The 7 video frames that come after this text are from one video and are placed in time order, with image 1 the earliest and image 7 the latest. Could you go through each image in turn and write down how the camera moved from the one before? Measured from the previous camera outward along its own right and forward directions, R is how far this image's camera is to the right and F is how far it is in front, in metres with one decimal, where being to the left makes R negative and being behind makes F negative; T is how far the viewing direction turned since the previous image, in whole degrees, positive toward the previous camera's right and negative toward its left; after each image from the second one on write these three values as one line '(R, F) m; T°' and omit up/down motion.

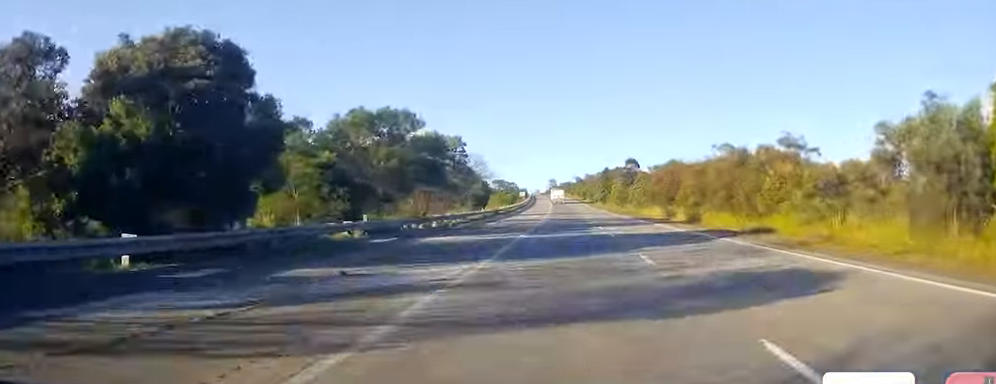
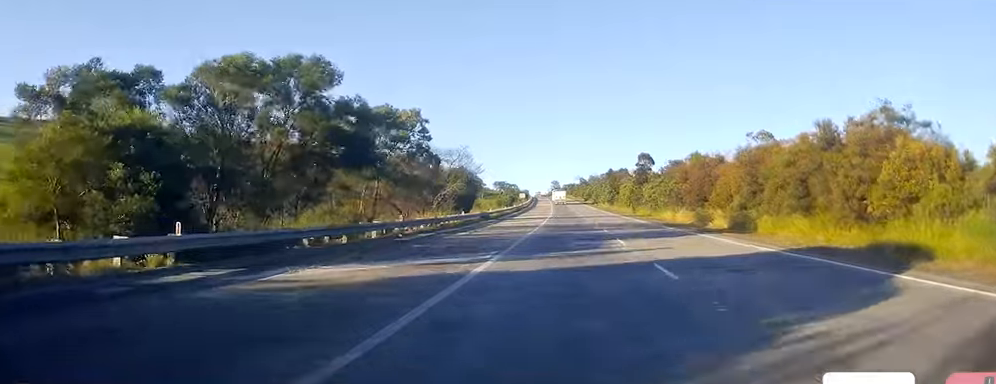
(-0.2, +14.5) m; 0°
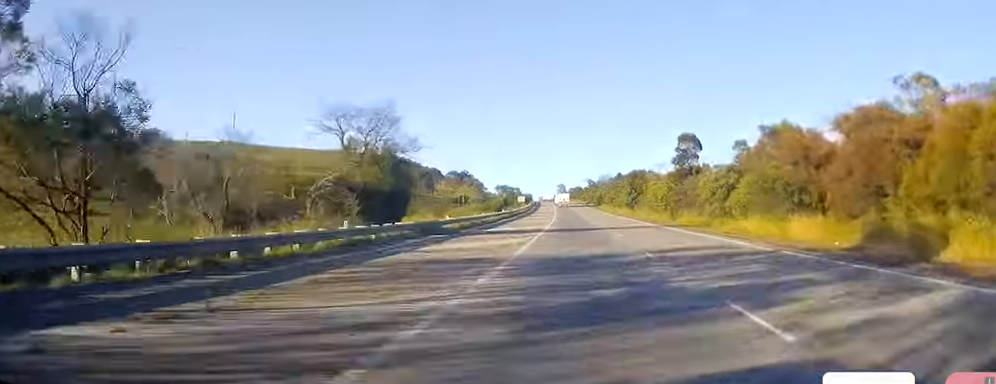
(+0.3, +29.8) m; 0°
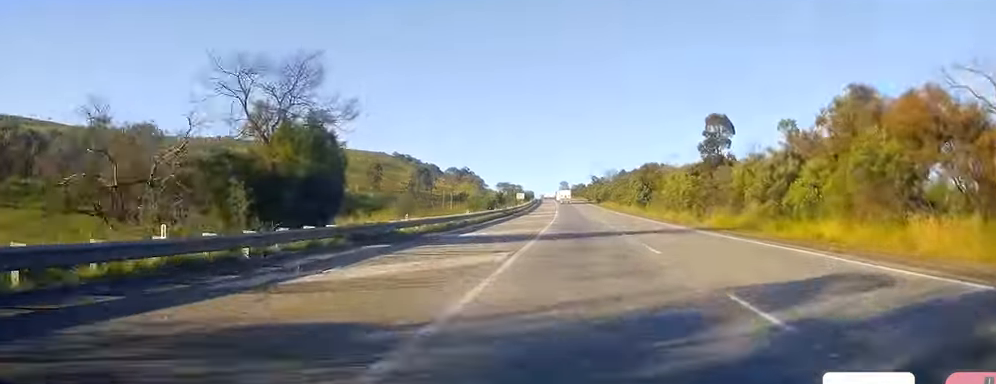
(+0.3, +11.7) m; 0°
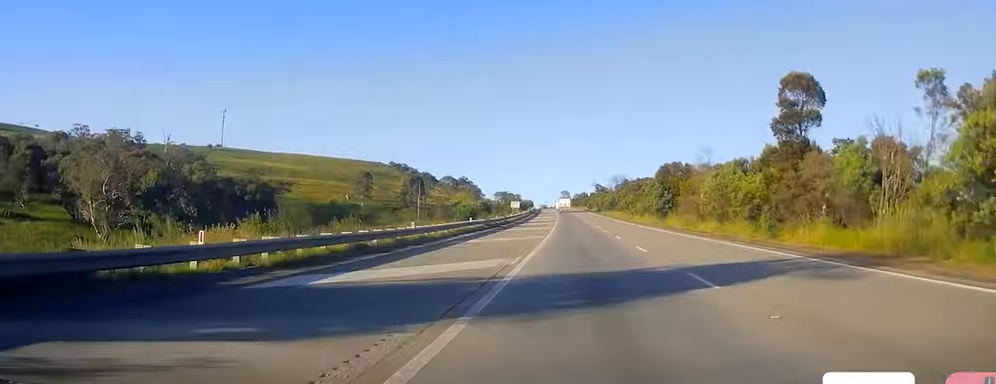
(-0.6, +18.9) m; -1°
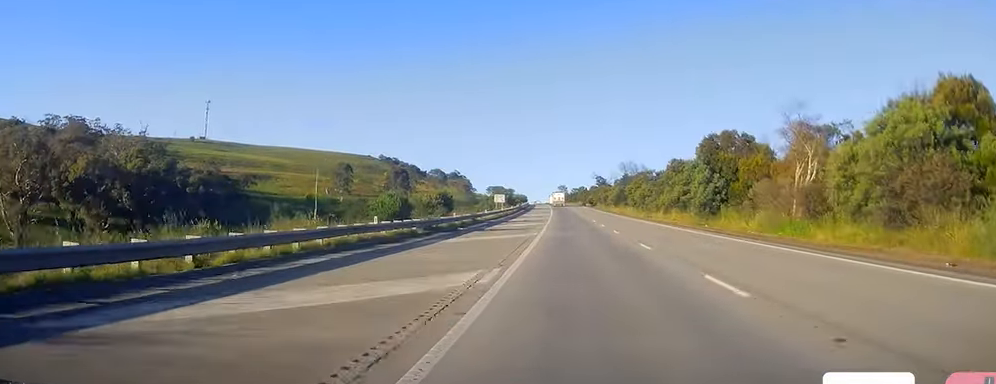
(0.0, +26.1) m; 0°
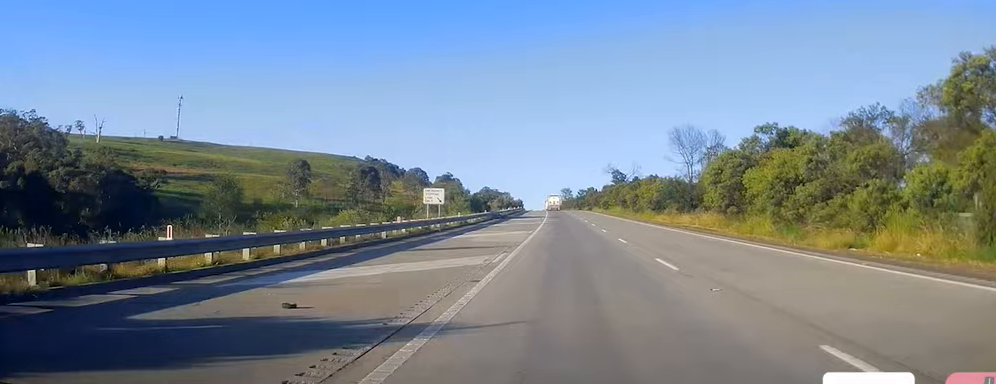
(-0.8, +54.5) m; -2°
